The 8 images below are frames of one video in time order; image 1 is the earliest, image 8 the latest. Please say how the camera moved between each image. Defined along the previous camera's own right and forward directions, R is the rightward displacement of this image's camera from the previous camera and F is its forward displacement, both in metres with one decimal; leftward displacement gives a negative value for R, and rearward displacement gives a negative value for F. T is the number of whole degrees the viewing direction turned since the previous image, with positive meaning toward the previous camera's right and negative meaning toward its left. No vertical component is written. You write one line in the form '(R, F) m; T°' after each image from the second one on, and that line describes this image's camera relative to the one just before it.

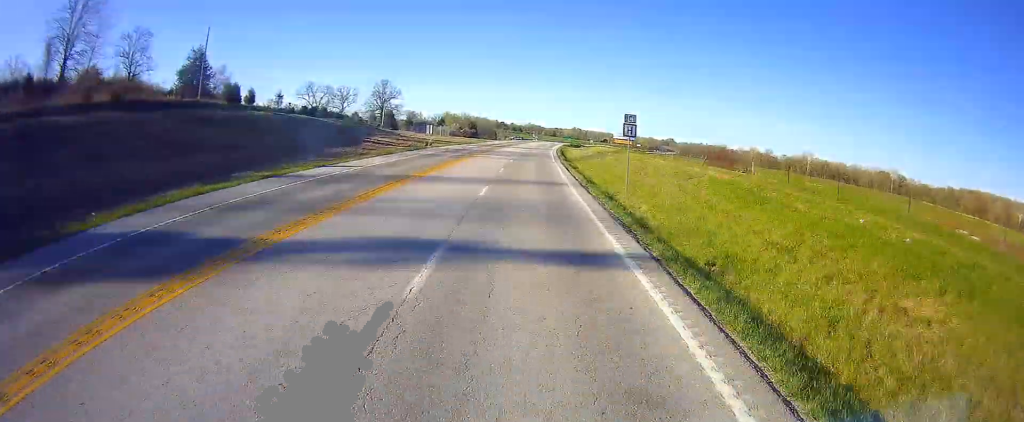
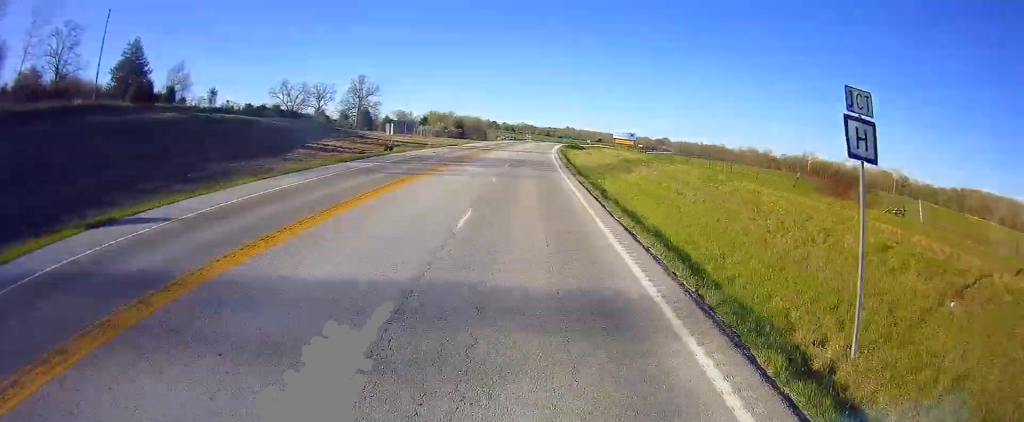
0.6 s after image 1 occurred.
(+0.3, +18.7) m; +1°
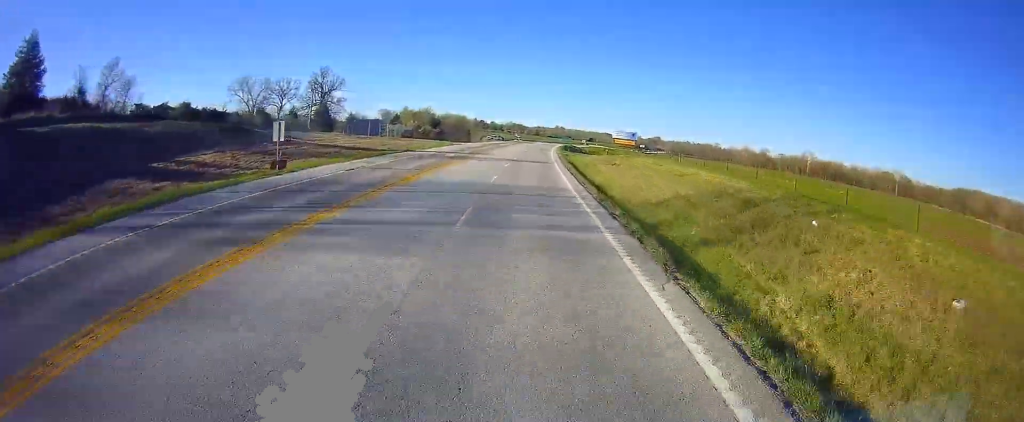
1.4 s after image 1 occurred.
(+0.1, +23.9) m; +1°
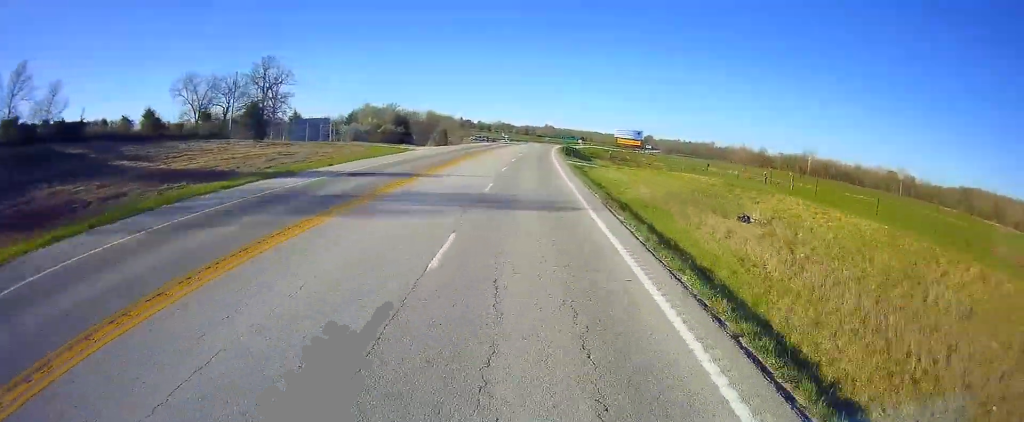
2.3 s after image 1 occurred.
(+0.3, +28.0) m; +1°
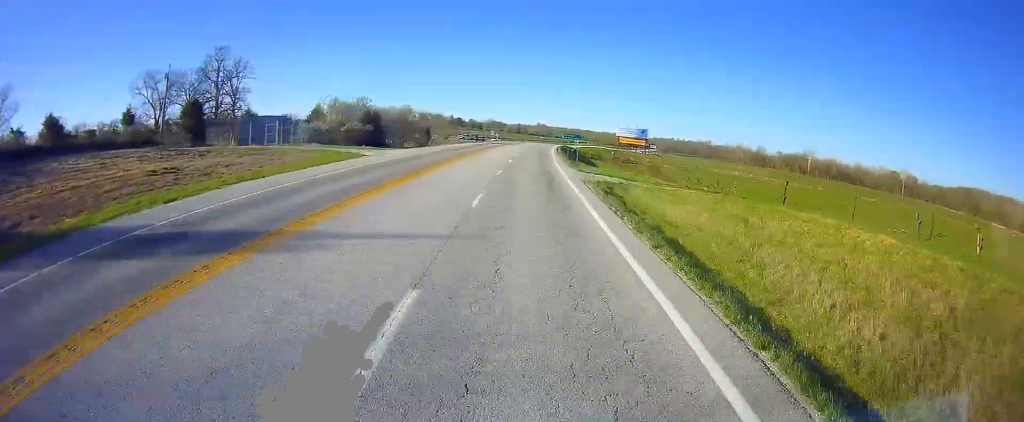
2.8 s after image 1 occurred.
(+0.2, +16.6) m; +1°
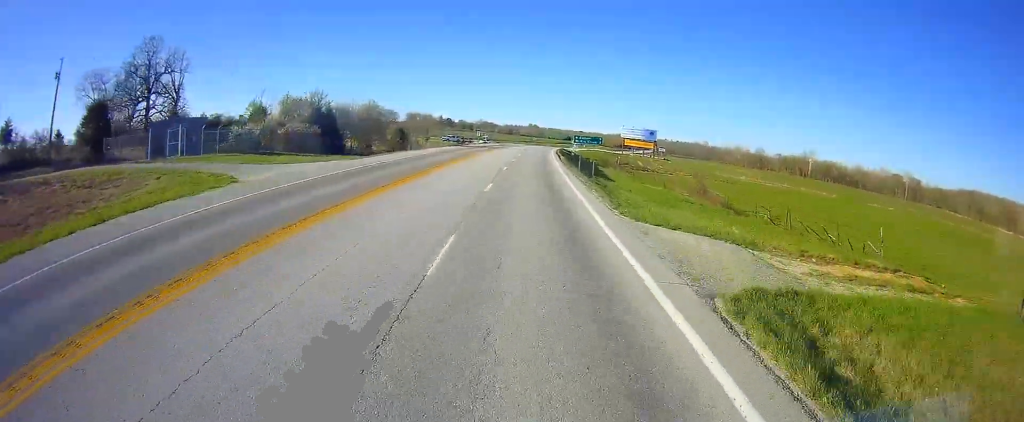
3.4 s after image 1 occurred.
(0.0, +19.6) m; 0°
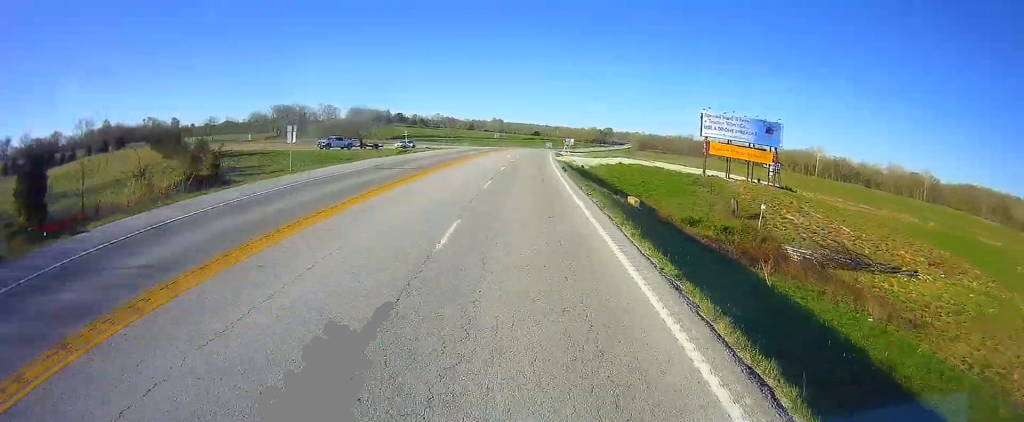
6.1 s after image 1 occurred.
(+1.8, +81.9) m; +3°
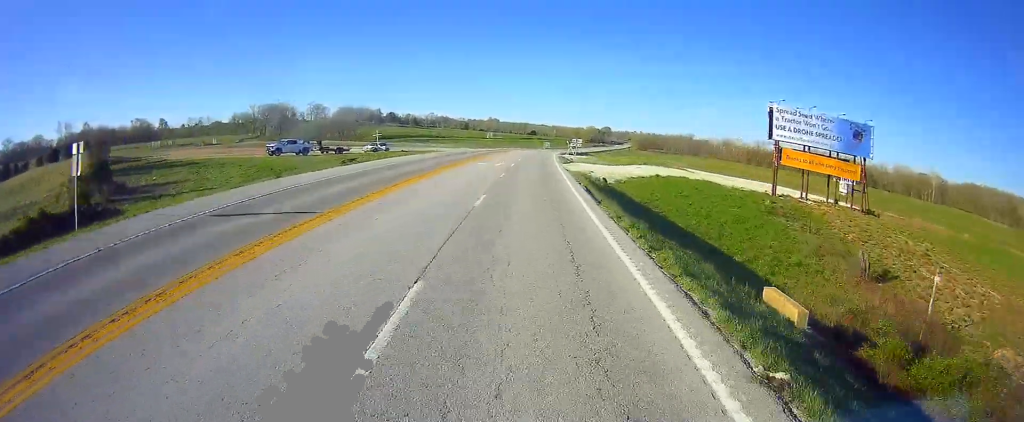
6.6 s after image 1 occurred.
(0.0, +17.7) m; +1°
